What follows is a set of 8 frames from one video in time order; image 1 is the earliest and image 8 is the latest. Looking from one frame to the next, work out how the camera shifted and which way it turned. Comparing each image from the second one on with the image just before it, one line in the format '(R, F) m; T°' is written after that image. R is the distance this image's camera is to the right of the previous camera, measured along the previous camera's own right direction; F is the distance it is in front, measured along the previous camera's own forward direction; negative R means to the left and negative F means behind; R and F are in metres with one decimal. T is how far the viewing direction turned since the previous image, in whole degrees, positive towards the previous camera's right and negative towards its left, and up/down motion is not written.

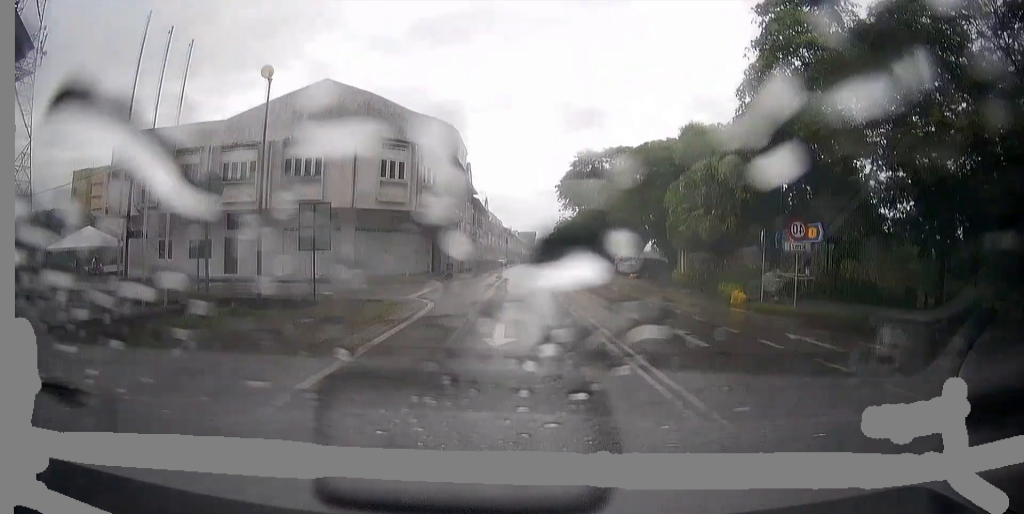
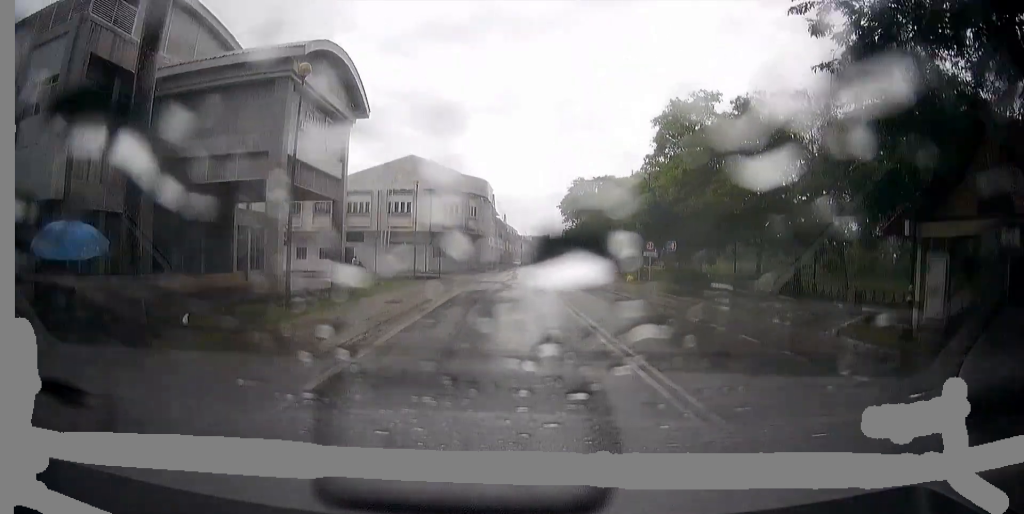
(+0.4, +23.7) m; +2°
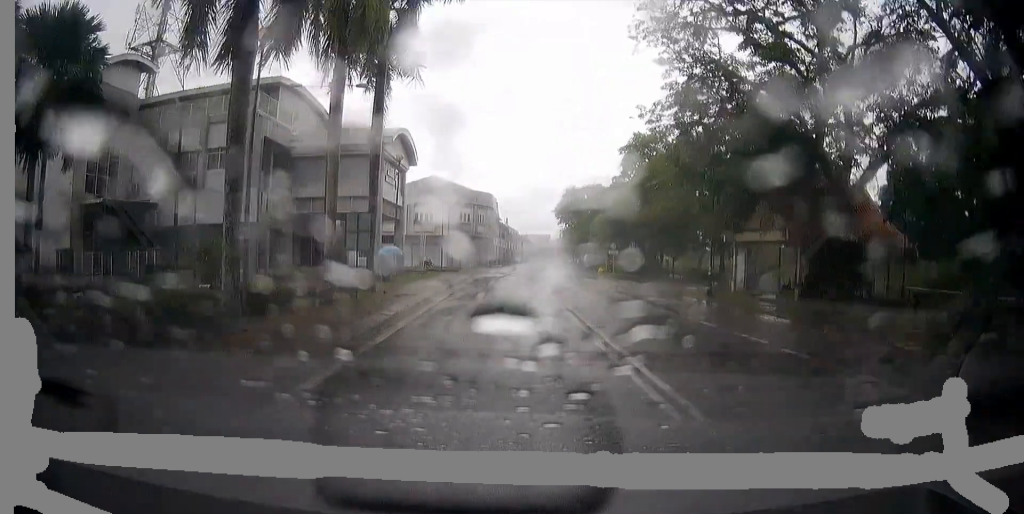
(+0.2, +15.0) m; +1°
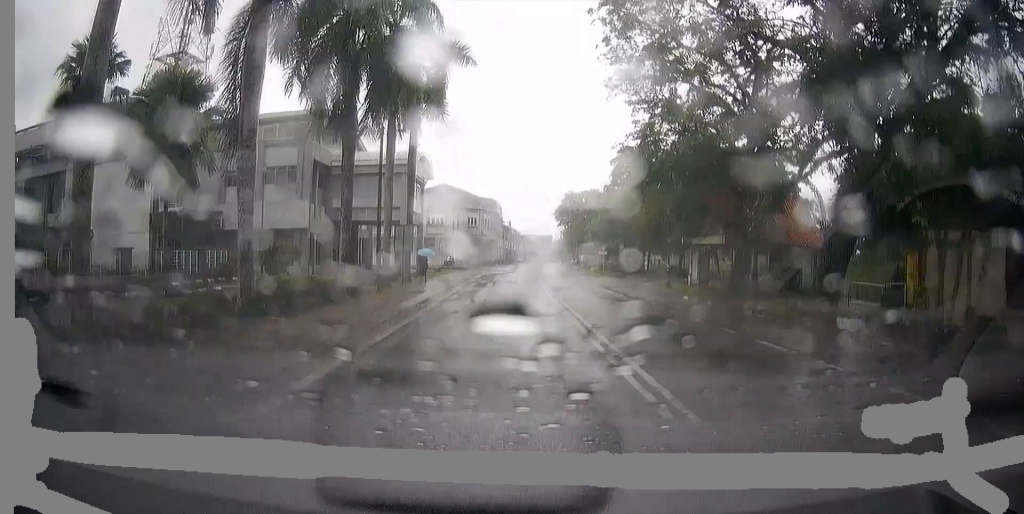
(+0.1, +7.9) m; +1°
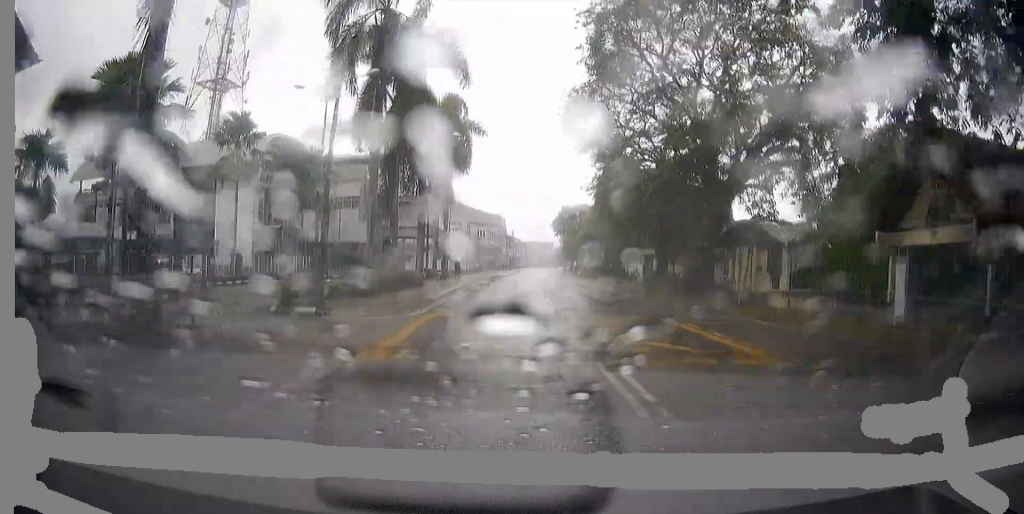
(0.0, +16.0) m; 0°
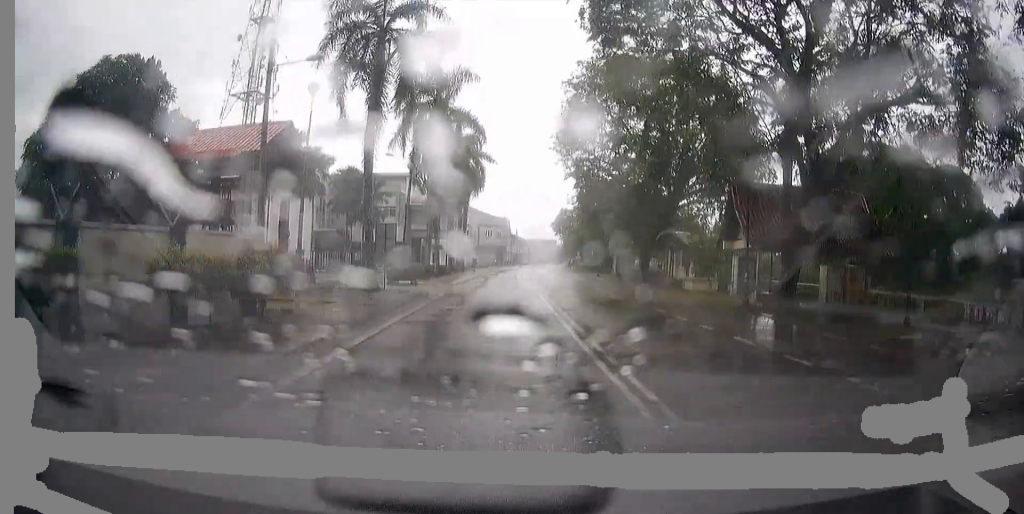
(0.0, +15.5) m; +1°
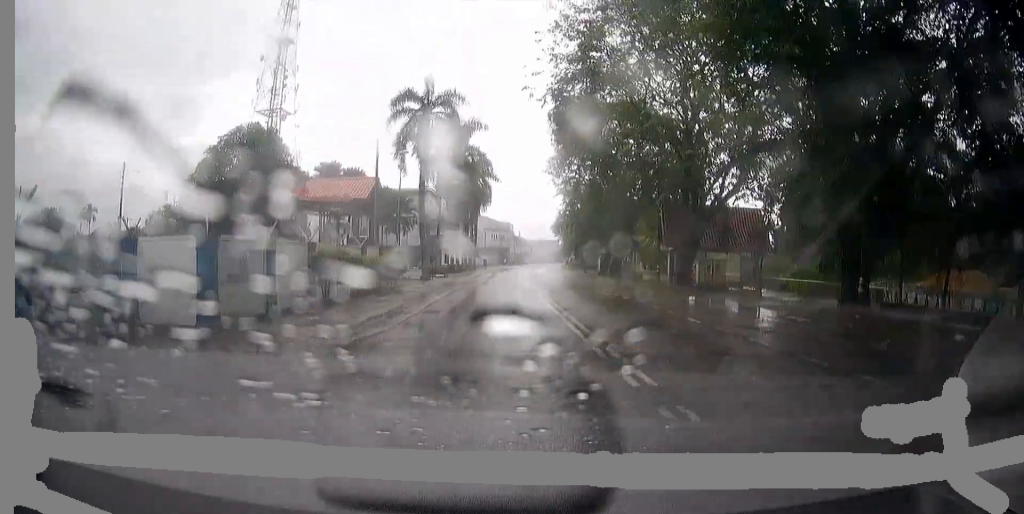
(+0.1, +14.1) m; +1°
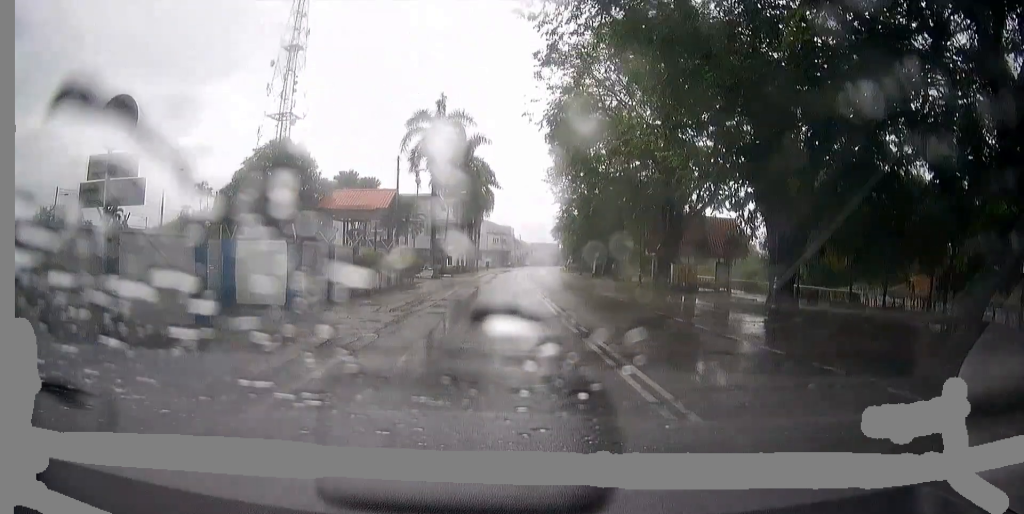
(0.0, +5.2) m; 0°
